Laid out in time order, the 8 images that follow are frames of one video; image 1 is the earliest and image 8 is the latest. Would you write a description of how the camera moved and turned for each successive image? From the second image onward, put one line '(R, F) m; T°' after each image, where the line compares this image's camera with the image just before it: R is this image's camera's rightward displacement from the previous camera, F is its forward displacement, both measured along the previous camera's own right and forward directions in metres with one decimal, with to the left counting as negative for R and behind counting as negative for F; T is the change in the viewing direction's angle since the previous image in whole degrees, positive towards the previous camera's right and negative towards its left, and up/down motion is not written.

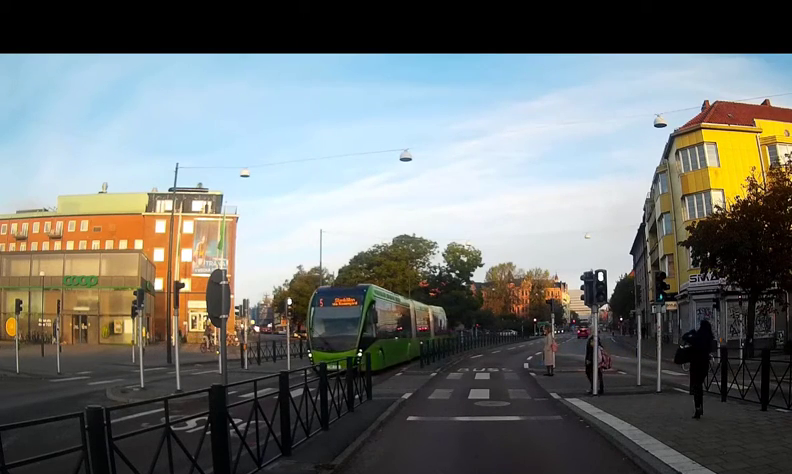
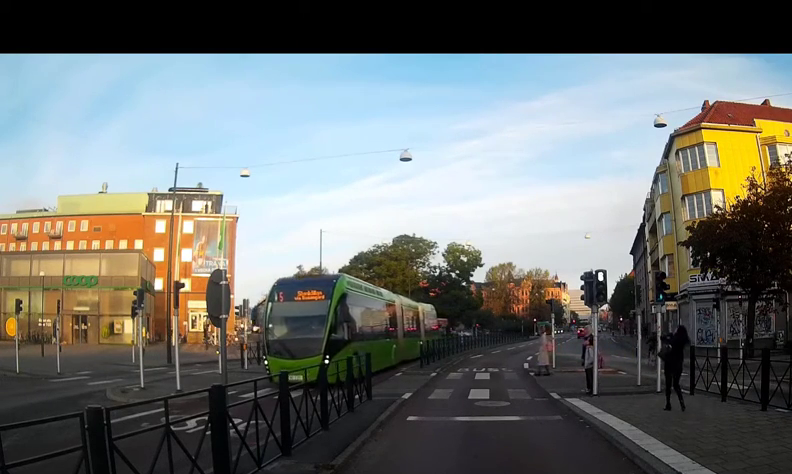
(0.0, 0.0) m; 0°
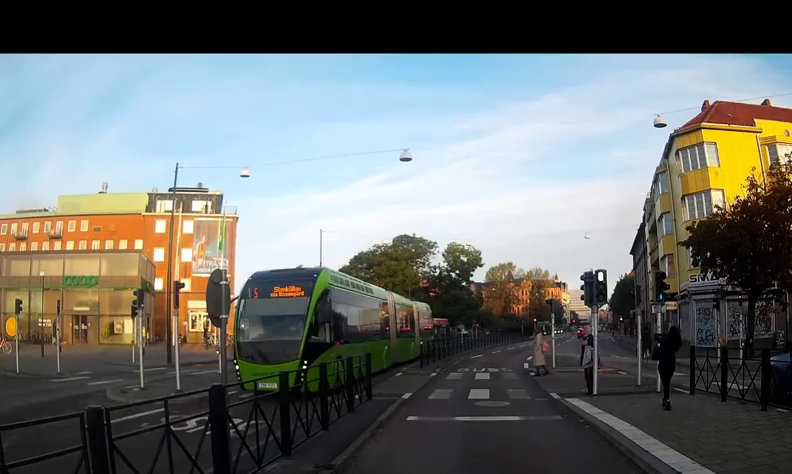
(0.0, 0.0) m; 0°
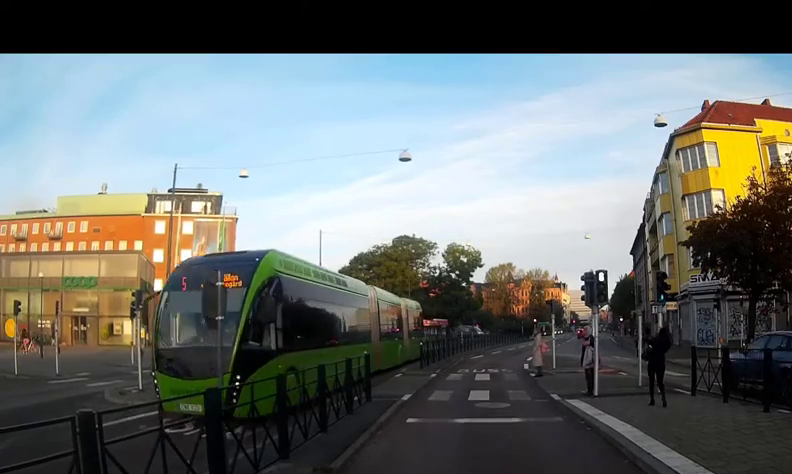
(0.0, 0.0) m; 0°
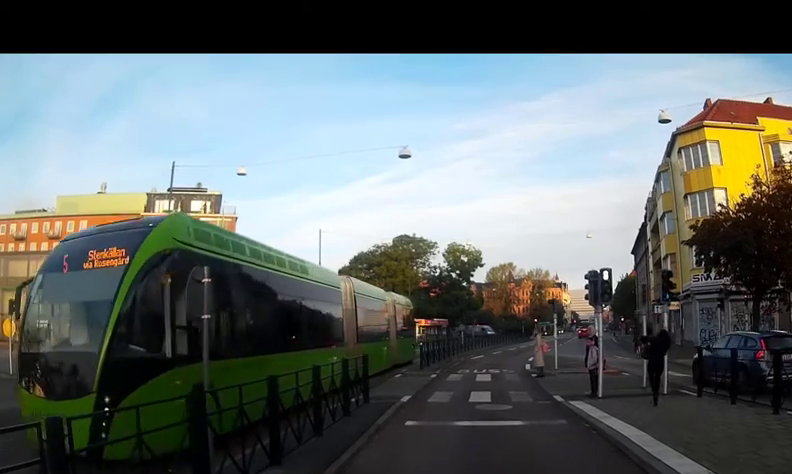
(0.0, 0.0) m; 0°
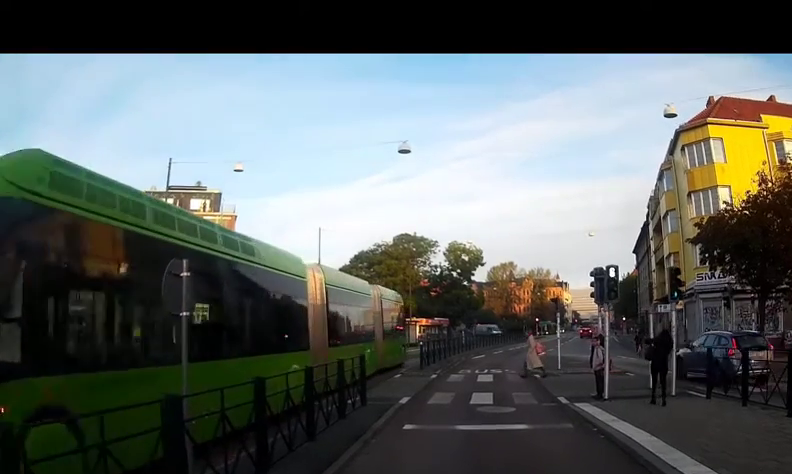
(0.0, 0.0) m; 0°
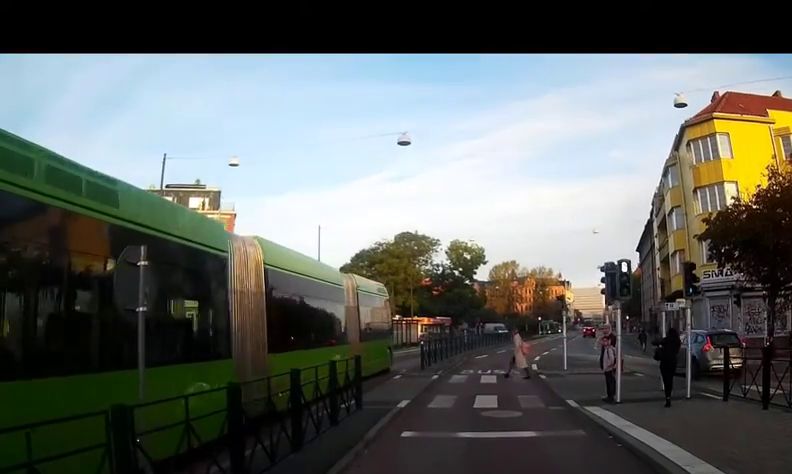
(0.0, 0.0) m; 0°
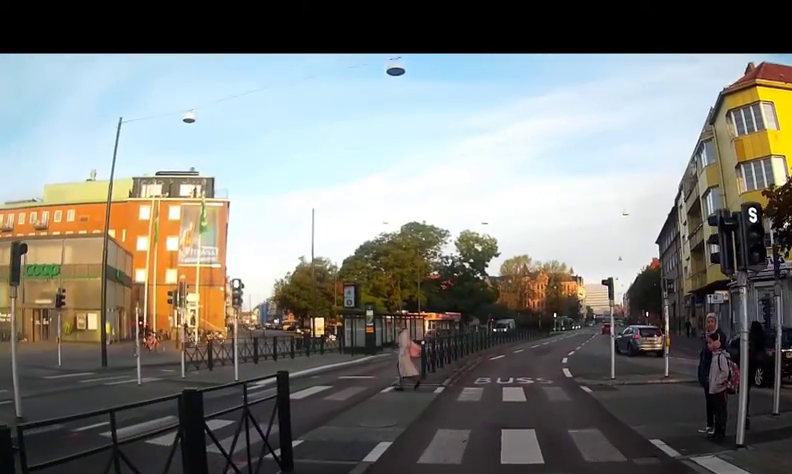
(+0.2, +1.1) m; -1°
